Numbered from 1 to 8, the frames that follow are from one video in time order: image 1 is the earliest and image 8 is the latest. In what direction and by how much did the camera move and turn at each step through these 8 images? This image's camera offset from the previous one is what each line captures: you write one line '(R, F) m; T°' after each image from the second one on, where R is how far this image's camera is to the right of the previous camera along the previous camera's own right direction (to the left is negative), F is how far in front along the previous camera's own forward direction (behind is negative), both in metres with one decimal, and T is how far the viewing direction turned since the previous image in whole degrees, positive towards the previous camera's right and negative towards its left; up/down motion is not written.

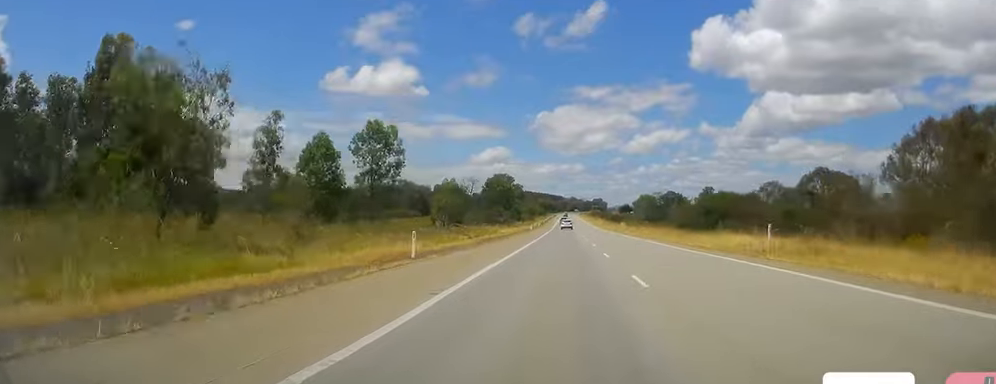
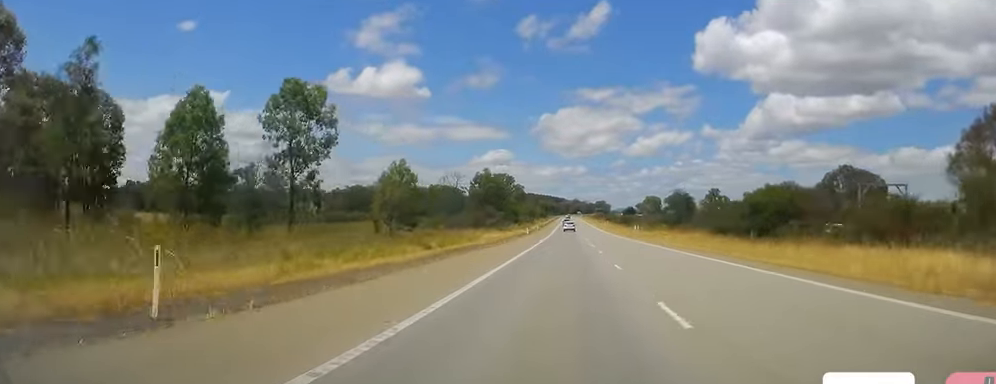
(+0.1, +16.7) m; 0°
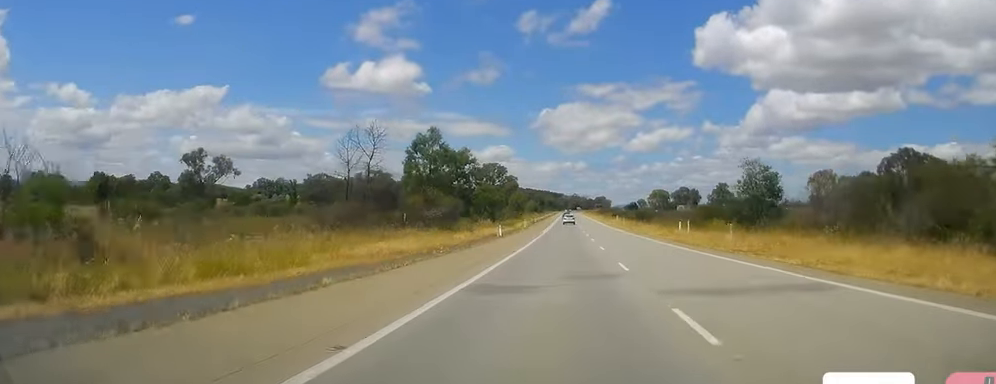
(0.0, +37.4) m; -1°
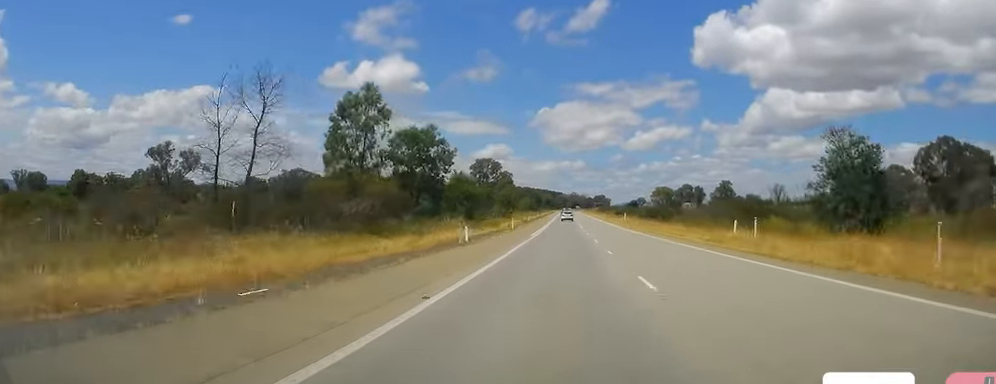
(-0.1, +18.7) m; -1°
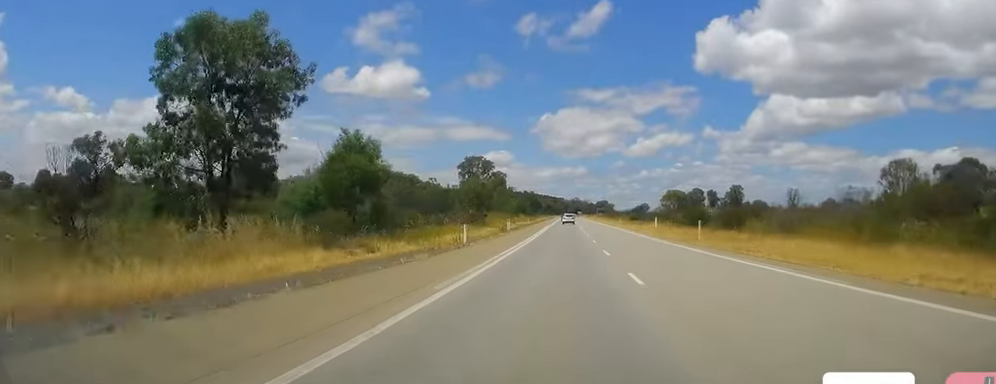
(-0.3, +34.4) m; -1°
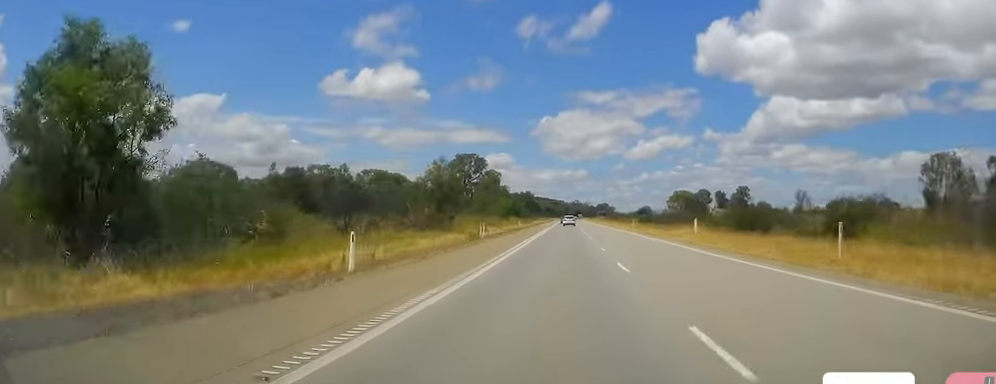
(-0.2, +20.5) m; 0°
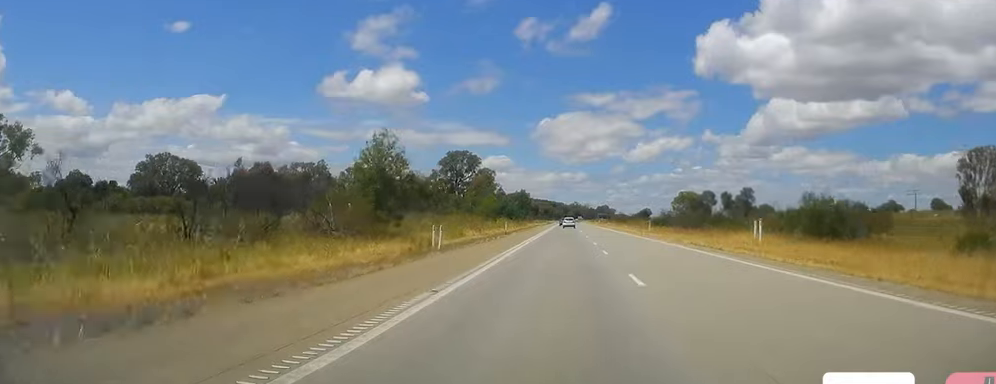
(+0.2, +15.6) m; +1°
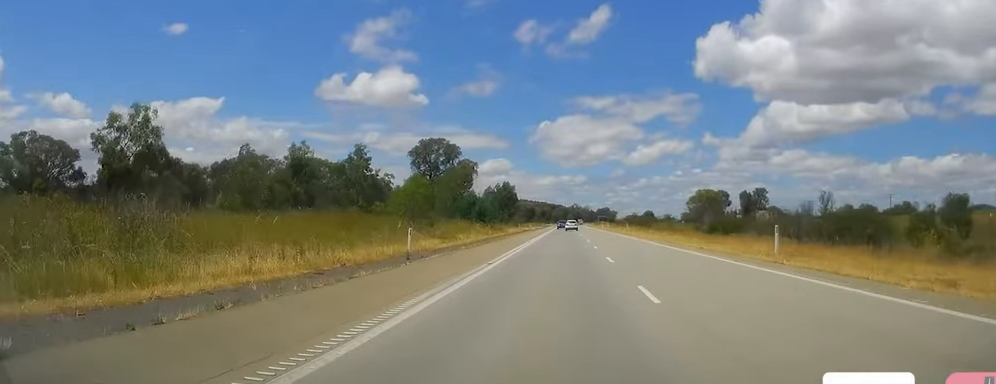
(+0.7, +38.7) m; +1°
